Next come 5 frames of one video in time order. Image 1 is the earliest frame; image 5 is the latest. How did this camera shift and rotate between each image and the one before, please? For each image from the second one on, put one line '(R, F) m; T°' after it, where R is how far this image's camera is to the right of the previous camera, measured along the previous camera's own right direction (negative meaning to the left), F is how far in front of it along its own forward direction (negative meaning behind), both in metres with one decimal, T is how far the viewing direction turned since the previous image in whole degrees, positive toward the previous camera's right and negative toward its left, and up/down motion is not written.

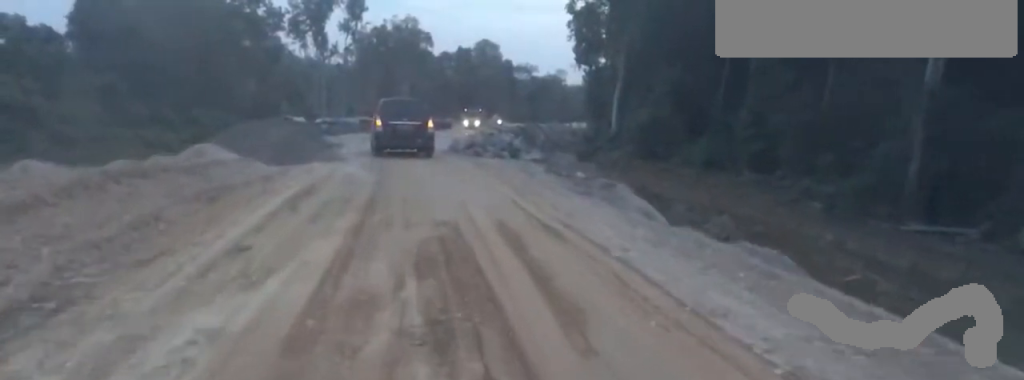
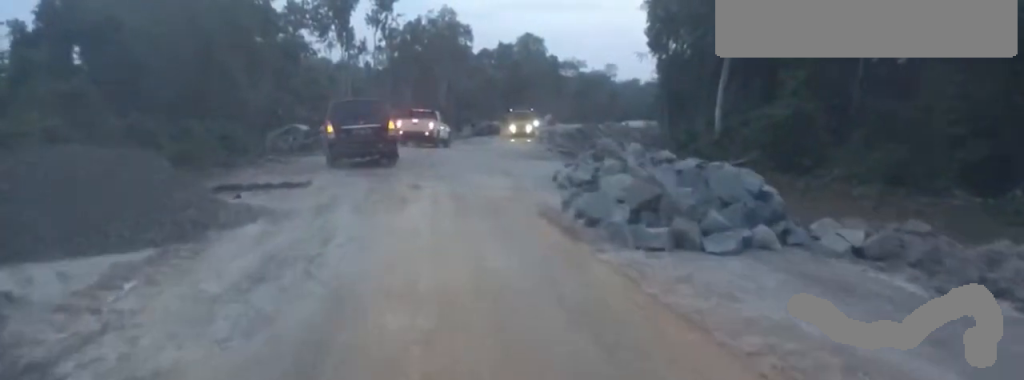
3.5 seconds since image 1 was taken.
(-2.2, +13.9) m; -19°
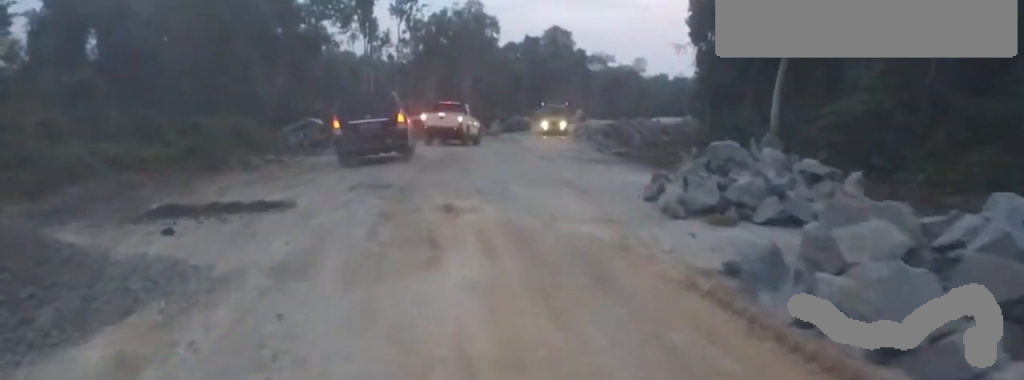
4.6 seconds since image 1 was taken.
(+0.9, +3.8) m; +1°
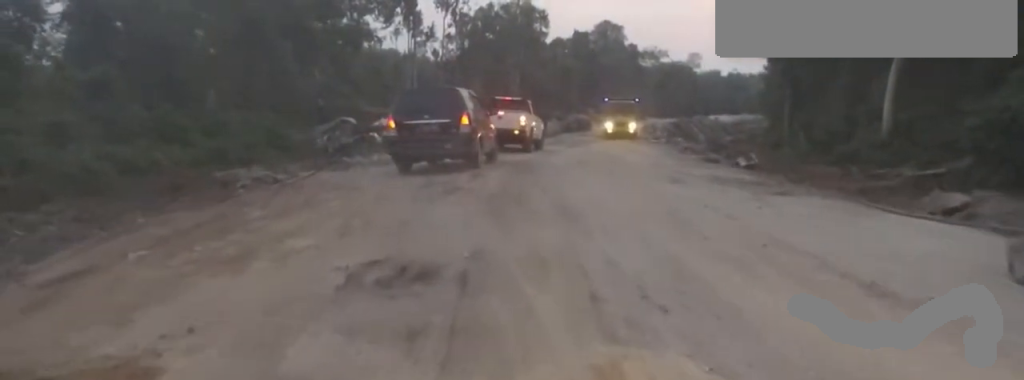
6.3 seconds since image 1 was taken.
(-0.1, +5.9) m; -4°
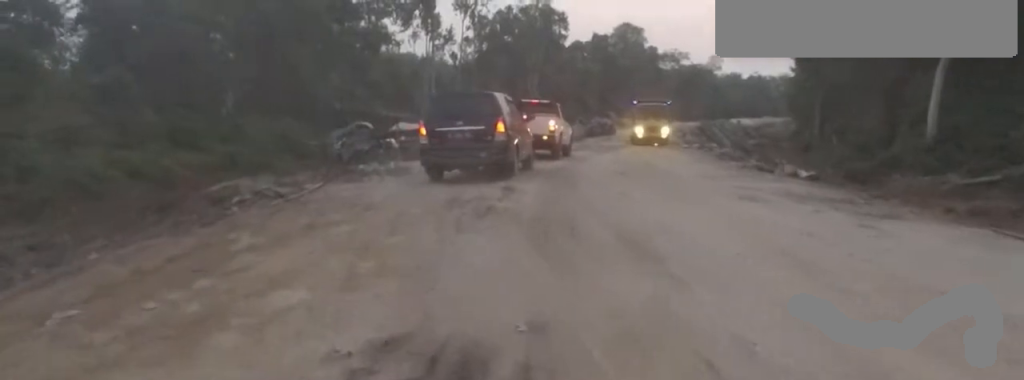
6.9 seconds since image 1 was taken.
(-0.3, +1.8) m; -11°
